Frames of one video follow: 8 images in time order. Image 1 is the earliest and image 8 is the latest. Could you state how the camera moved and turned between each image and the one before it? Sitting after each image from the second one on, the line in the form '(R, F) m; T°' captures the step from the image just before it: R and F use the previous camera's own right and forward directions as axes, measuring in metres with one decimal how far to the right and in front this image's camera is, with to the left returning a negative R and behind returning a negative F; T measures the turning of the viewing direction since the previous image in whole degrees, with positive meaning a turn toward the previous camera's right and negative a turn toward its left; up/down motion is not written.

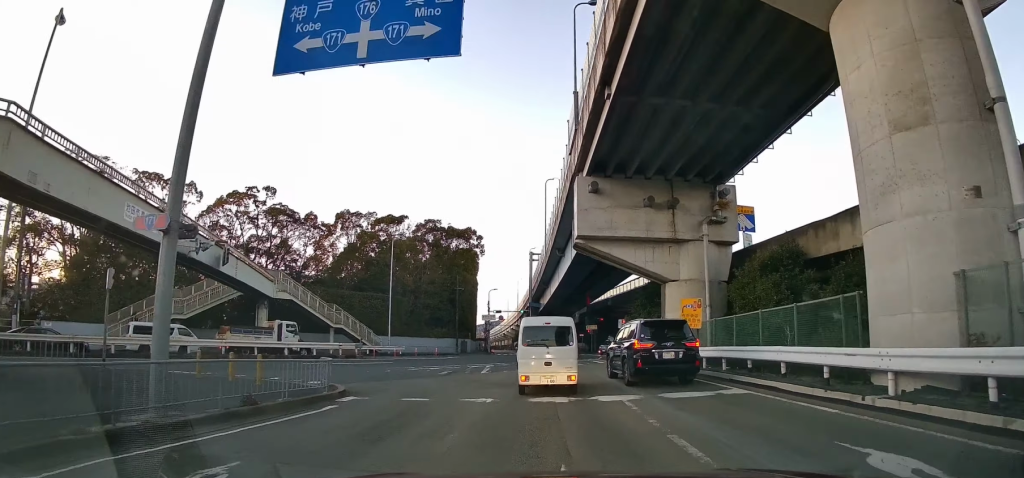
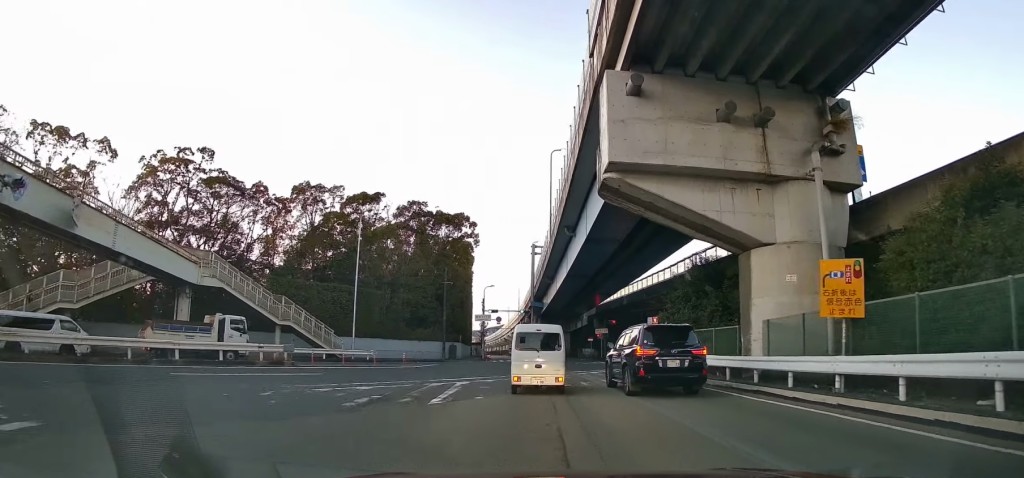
(-0.2, +10.2) m; -2°
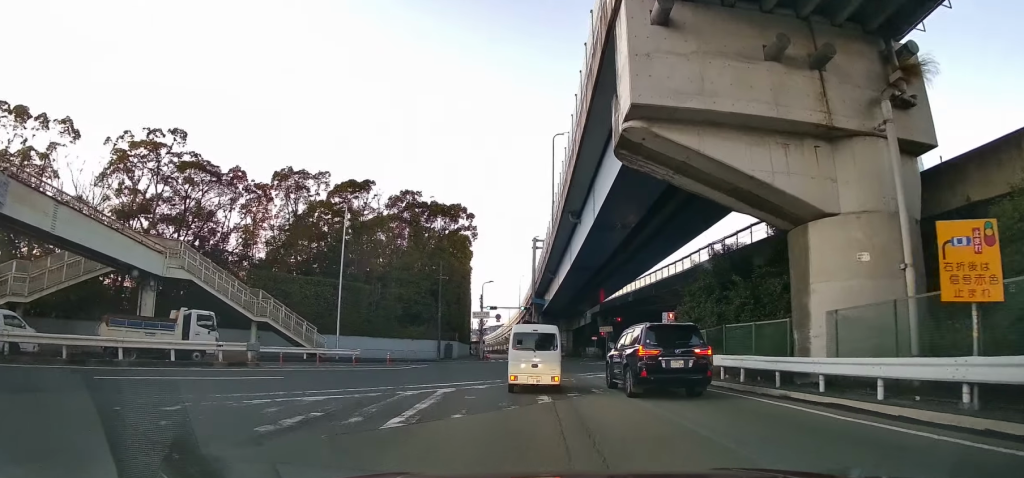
(0.0, +3.5) m; 0°
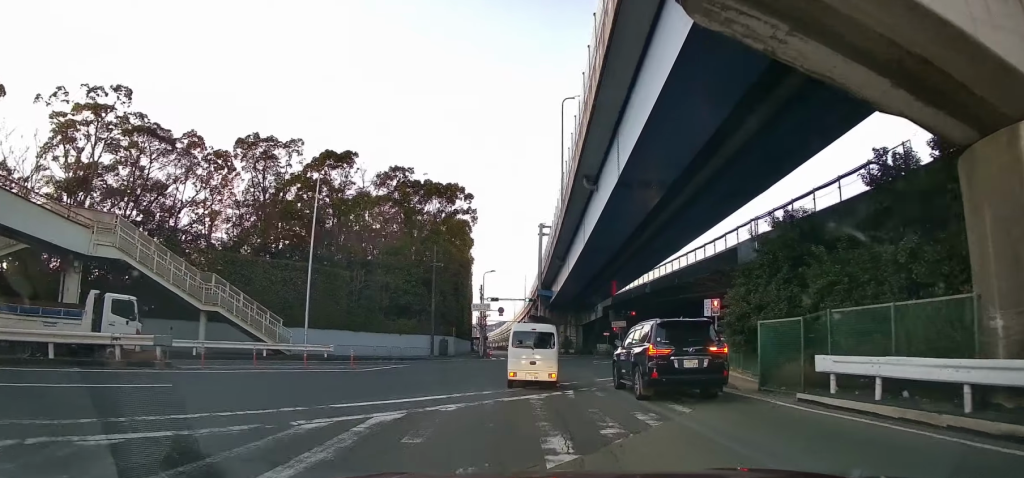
(0.0, +5.9) m; 0°
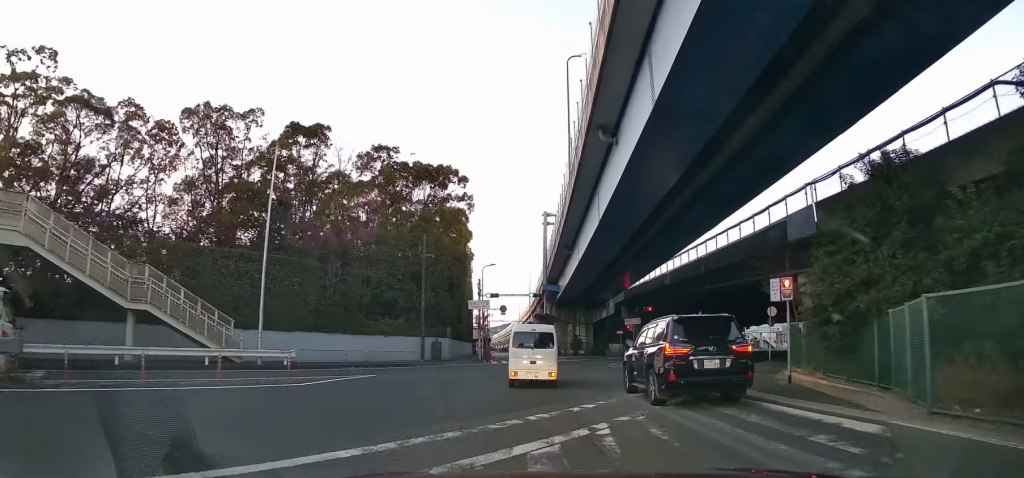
(0.0, +5.8) m; 0°
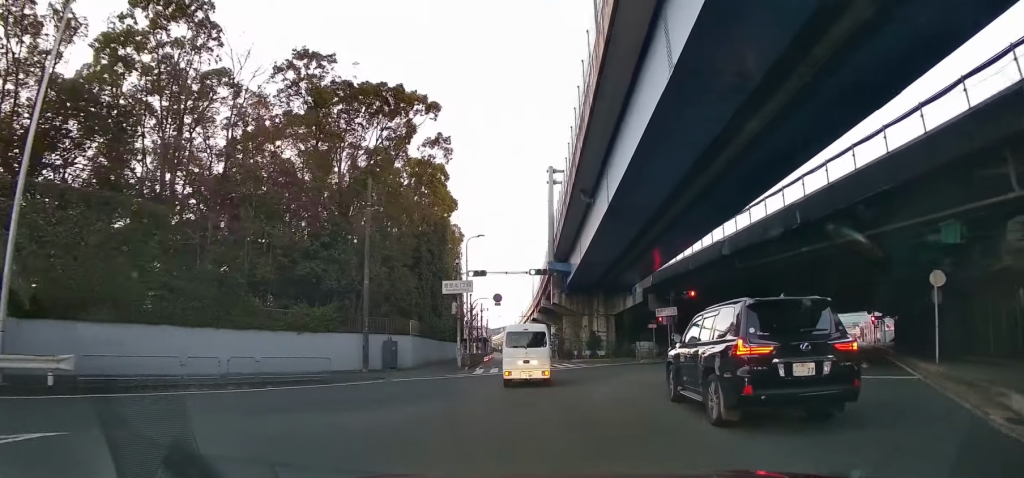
(-0.1, +13.5) m; -1°
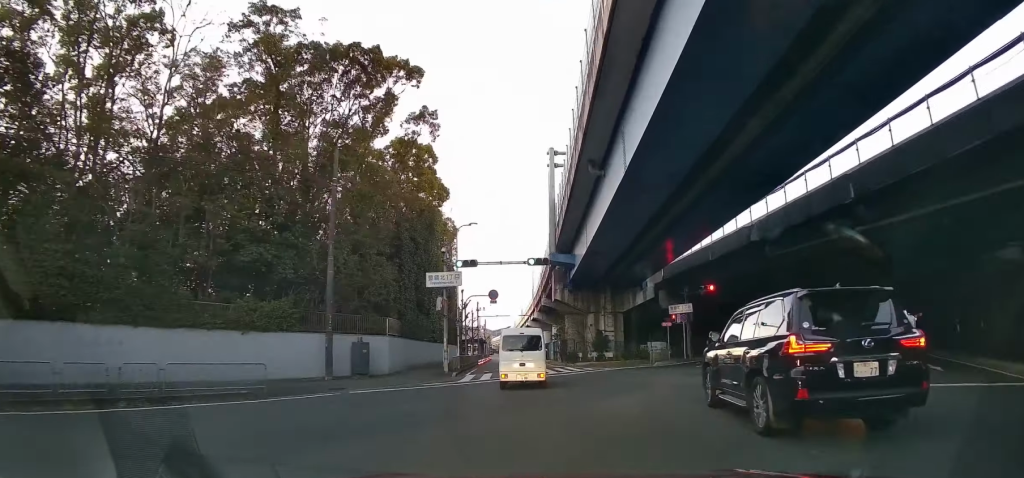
(0.0, +4.7) m; 0°
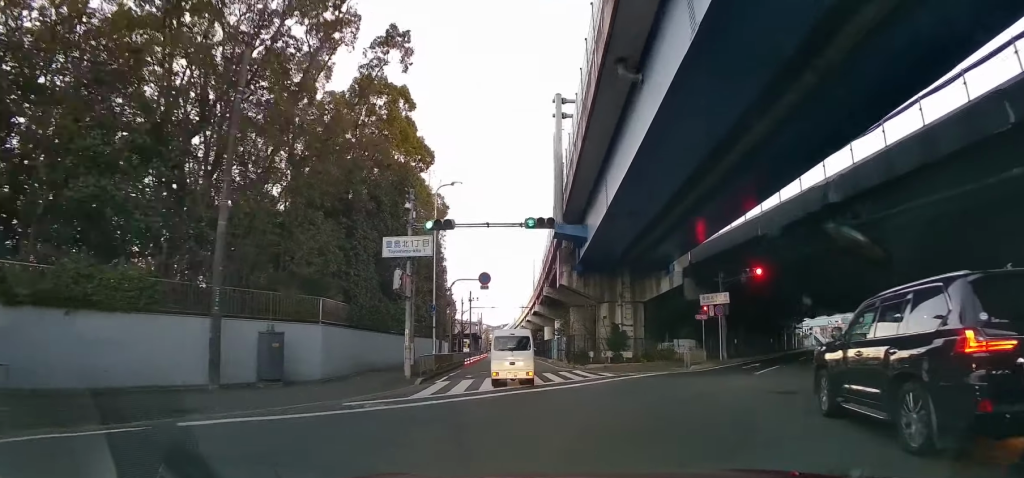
(0.0, +7.6) m; -1°
